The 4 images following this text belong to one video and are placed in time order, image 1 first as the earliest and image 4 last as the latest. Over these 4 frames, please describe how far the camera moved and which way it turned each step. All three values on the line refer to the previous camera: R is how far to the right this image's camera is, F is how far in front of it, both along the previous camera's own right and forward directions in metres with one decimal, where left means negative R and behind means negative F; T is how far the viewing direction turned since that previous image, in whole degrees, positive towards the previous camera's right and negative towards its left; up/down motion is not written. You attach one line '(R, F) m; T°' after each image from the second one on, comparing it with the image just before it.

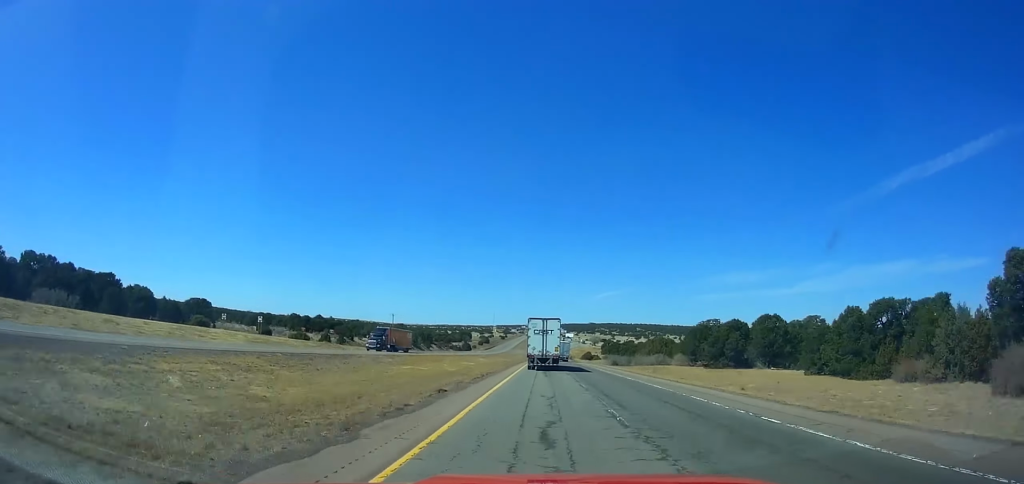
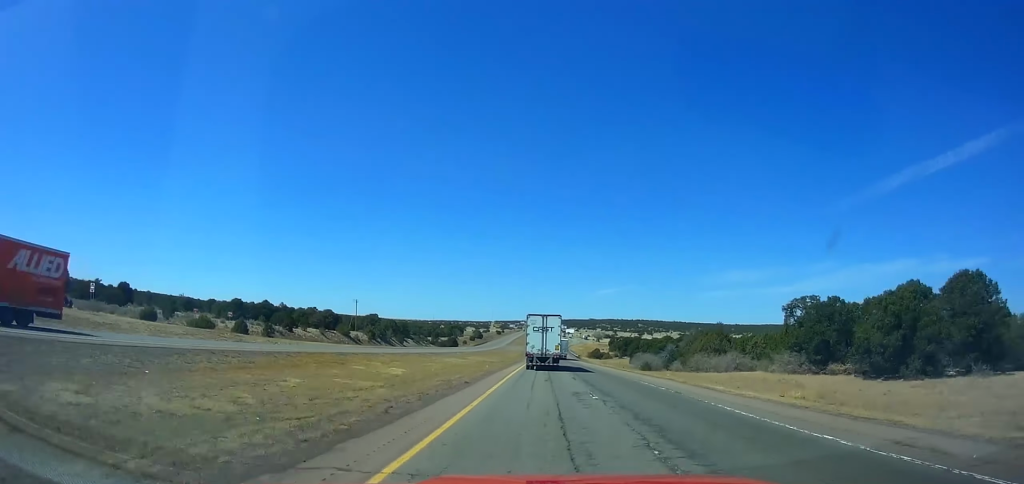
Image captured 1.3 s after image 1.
(+0.2, +43.2) m; 0°
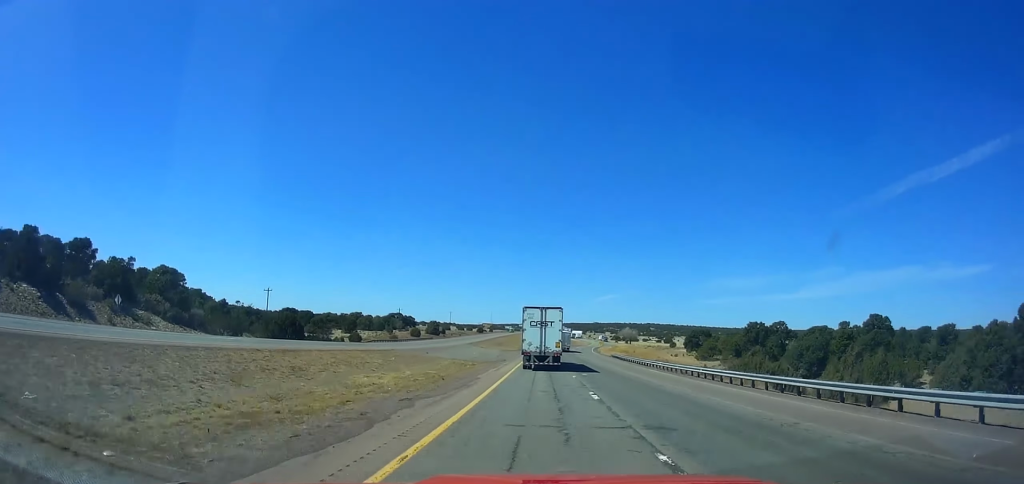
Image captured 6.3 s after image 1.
(-0.6, +161.3) m; 0°
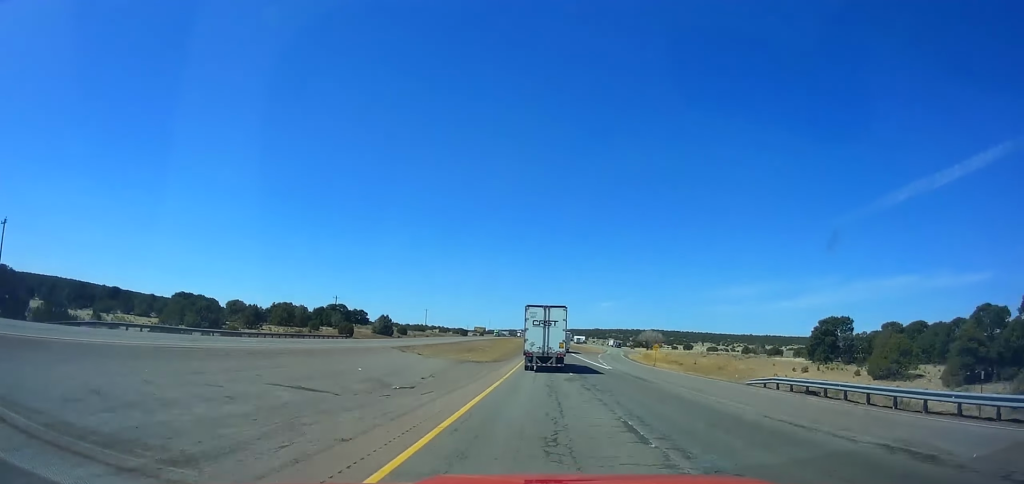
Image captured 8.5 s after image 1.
(-0.1, +69.6) m; 0°
